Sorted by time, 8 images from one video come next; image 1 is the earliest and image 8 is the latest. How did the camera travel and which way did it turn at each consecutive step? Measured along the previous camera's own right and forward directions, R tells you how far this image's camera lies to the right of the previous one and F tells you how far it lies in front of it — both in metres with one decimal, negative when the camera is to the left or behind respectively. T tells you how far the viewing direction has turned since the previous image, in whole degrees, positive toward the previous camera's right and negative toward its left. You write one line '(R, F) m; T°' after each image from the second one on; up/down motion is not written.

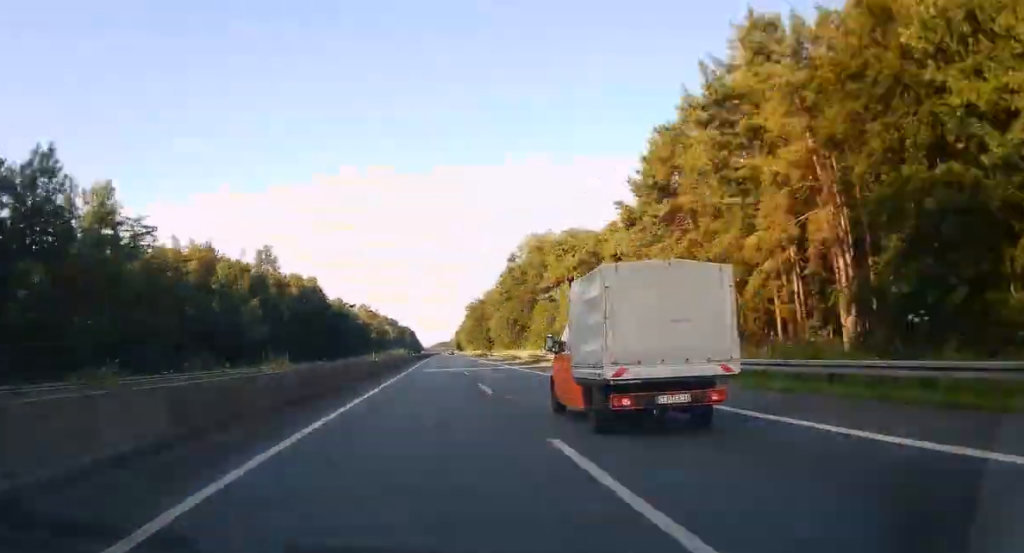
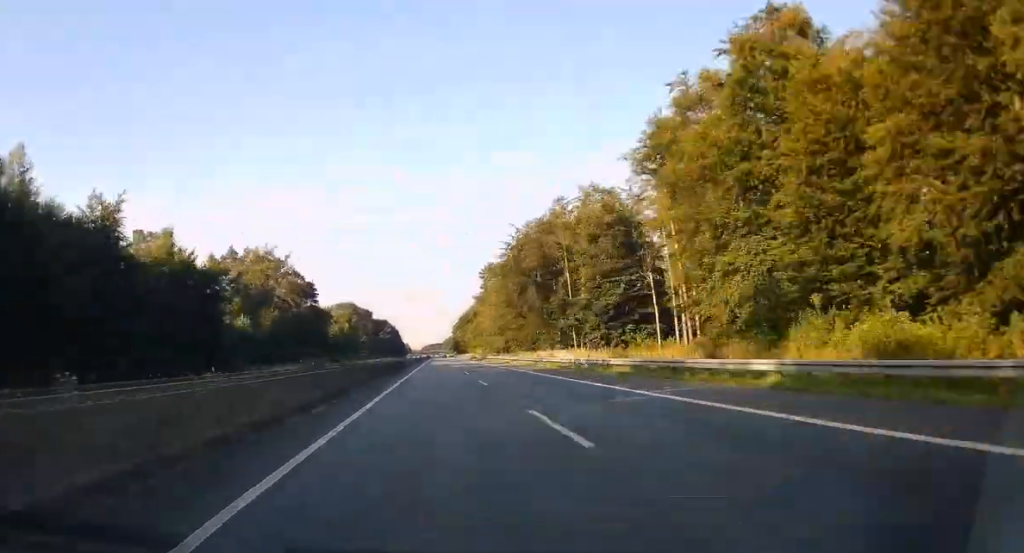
(+11.4, +170.5) m; +7°
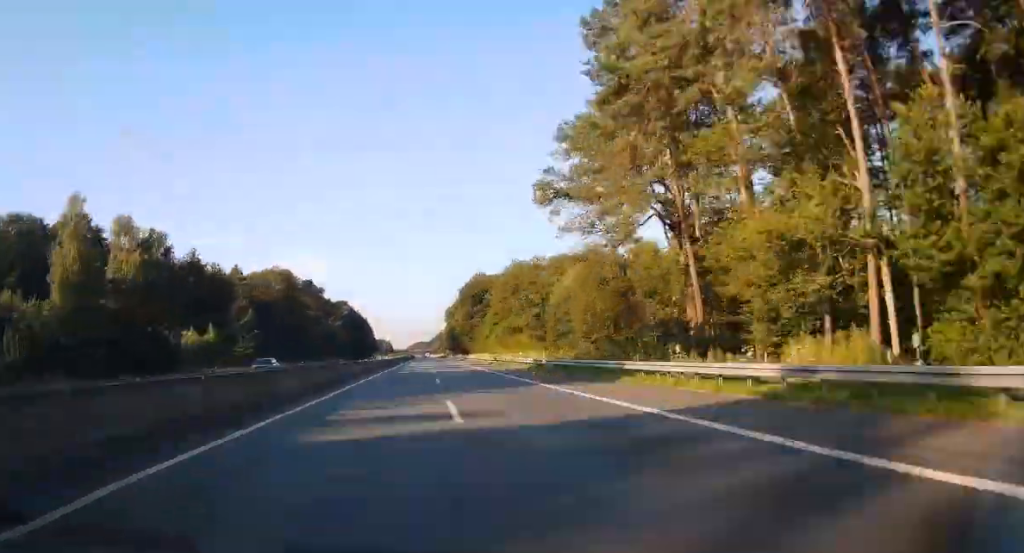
(+6.7, +110.0) m; +1°
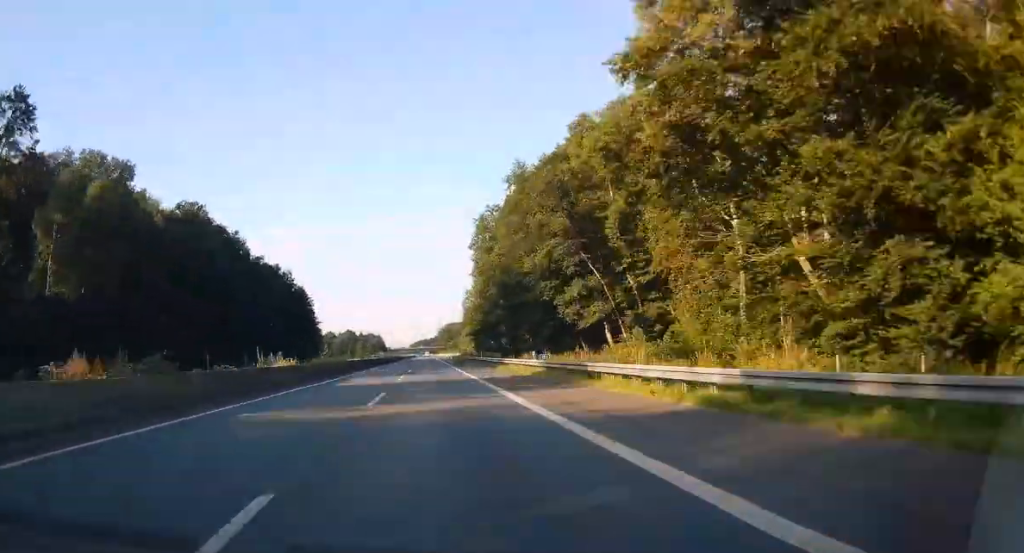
(-7.8, +146.5) m; -5°
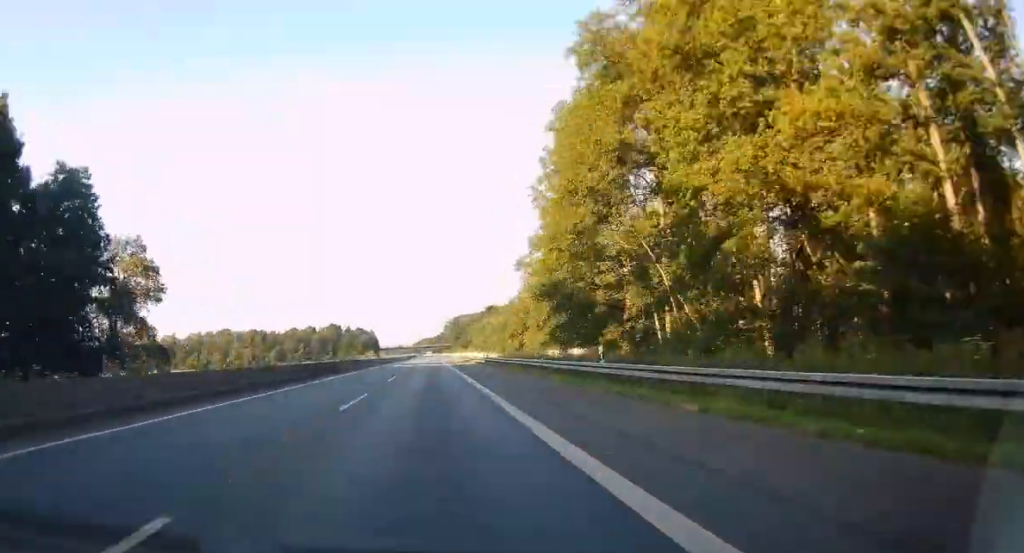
(-2.4, +95.2) m; -2°
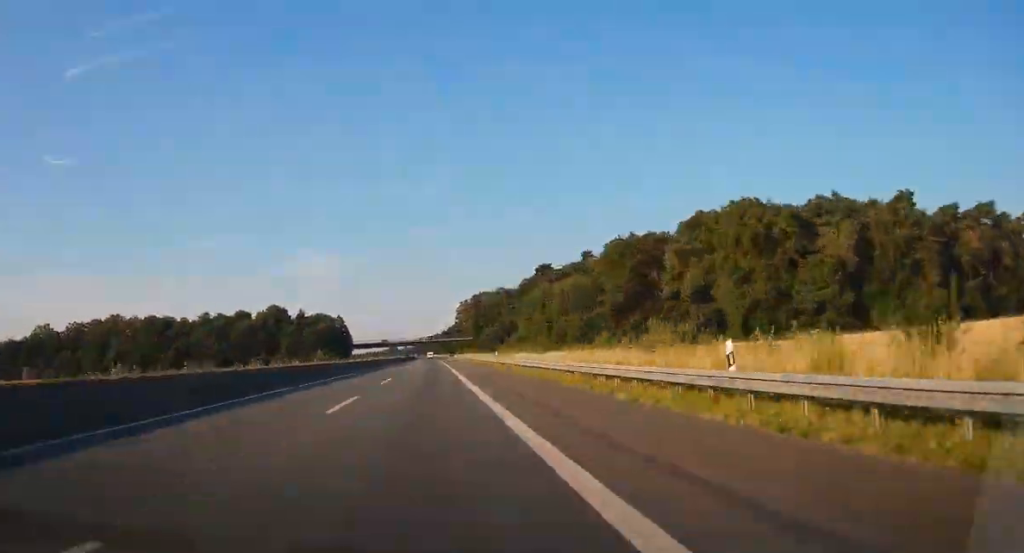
(-0.5, +151.7) m; -1°
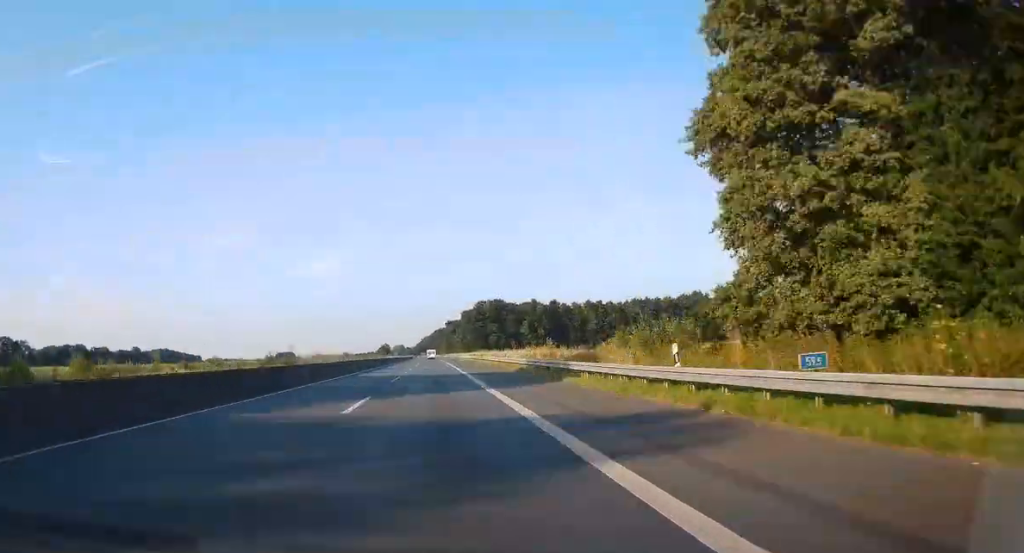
(-1.7, +240.4) m; -1°
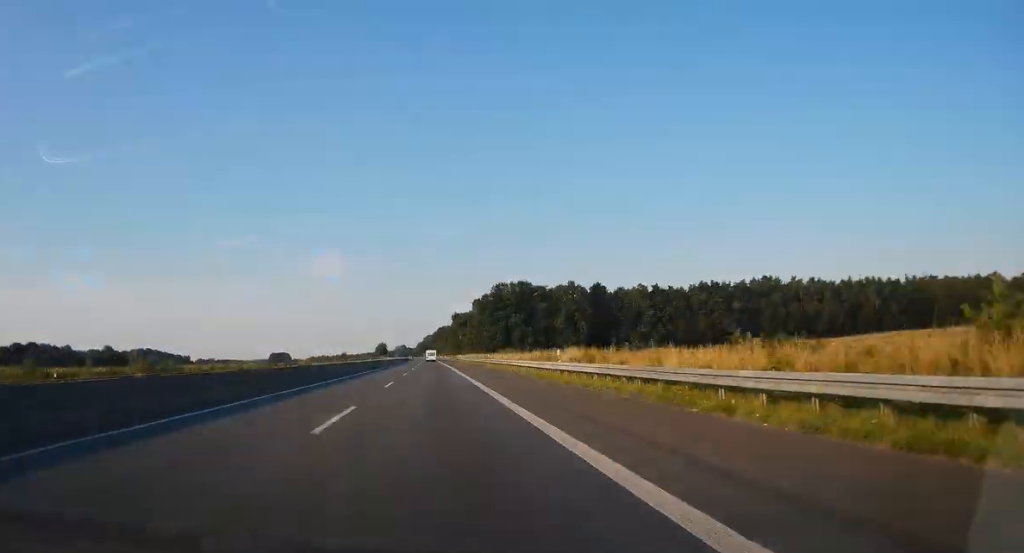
(-0.3, +73.0) m; +1°
